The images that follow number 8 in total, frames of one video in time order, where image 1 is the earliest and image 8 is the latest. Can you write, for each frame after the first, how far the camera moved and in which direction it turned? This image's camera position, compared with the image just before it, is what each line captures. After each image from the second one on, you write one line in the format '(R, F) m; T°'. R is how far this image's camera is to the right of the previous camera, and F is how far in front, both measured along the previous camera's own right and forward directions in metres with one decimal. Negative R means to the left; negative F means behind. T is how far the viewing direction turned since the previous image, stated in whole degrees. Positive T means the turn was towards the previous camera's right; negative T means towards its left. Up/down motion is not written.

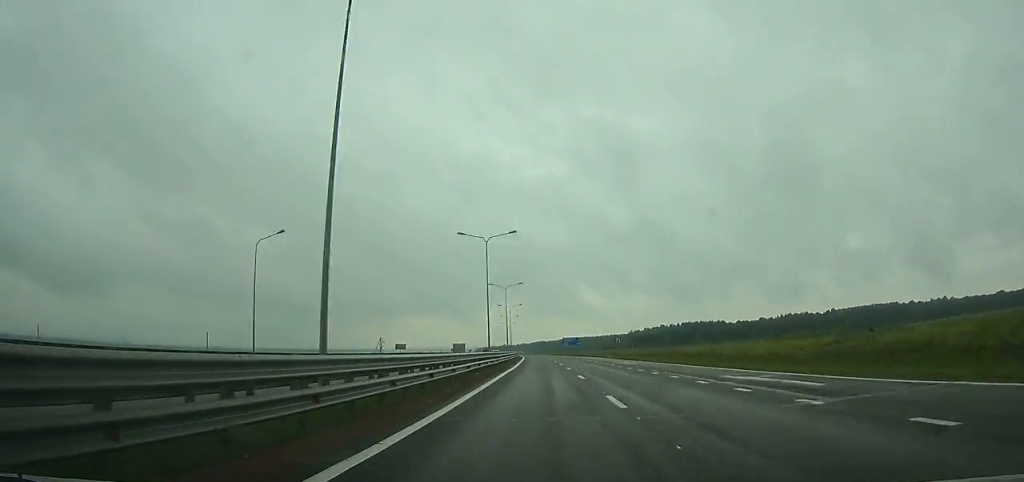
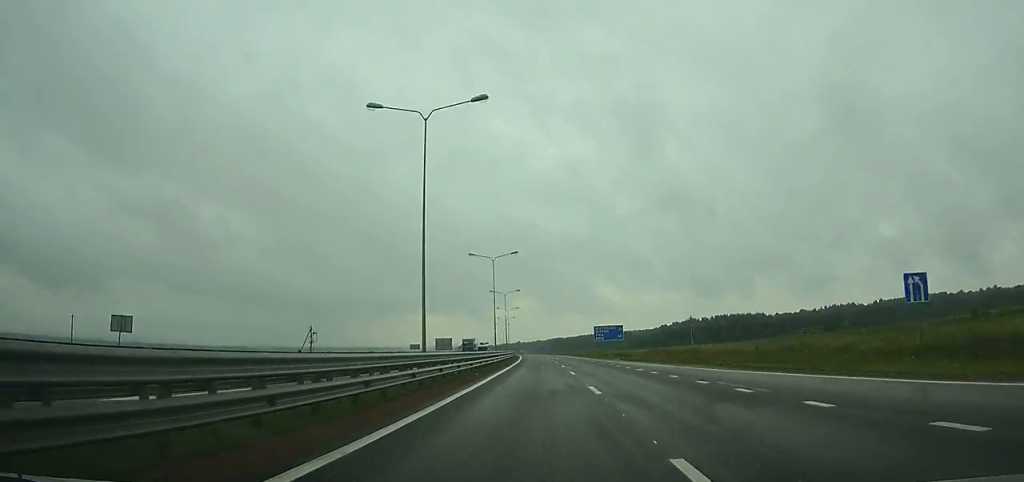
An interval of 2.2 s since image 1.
(-0.9, +67.7) m; -2°
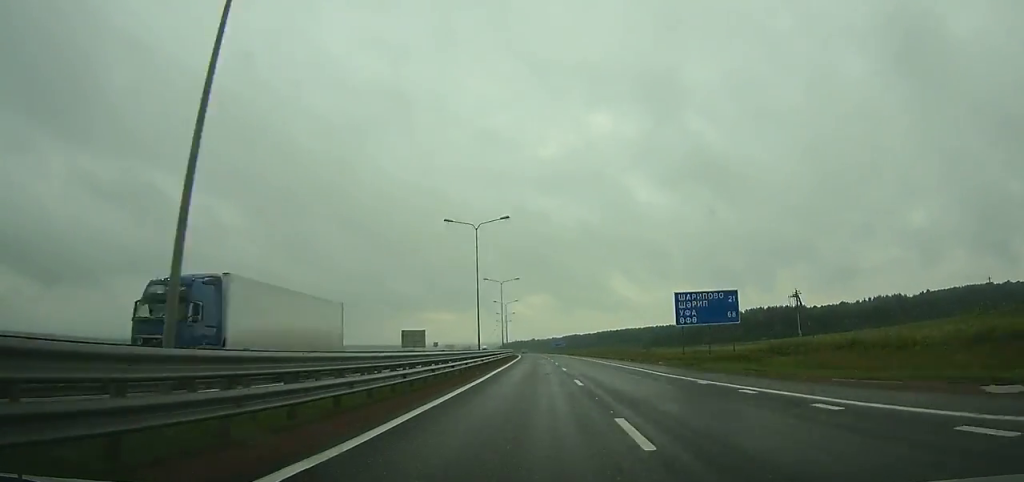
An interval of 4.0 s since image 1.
(-0.3, +55.7) m; -1°
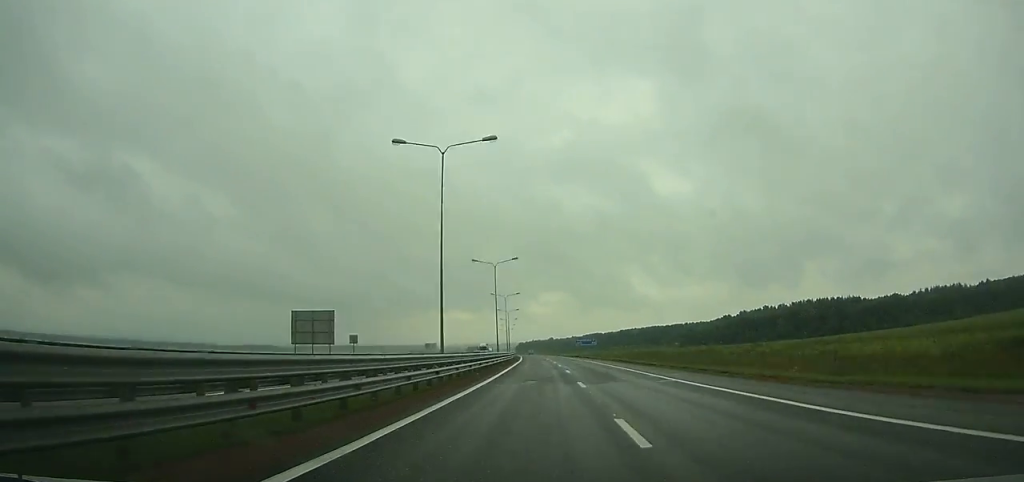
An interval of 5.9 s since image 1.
(-1.0, +59.4) m; -1°
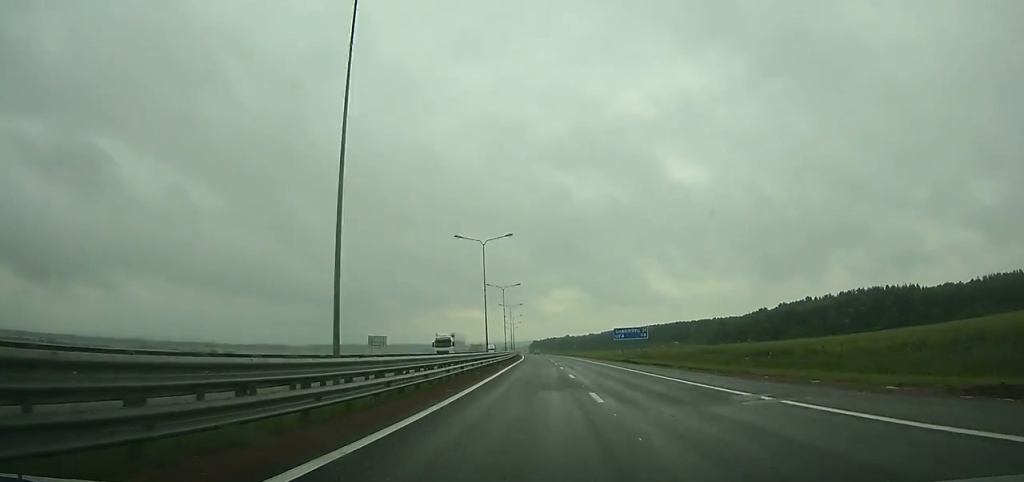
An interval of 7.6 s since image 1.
(-0.3, +53.4) m; -1°
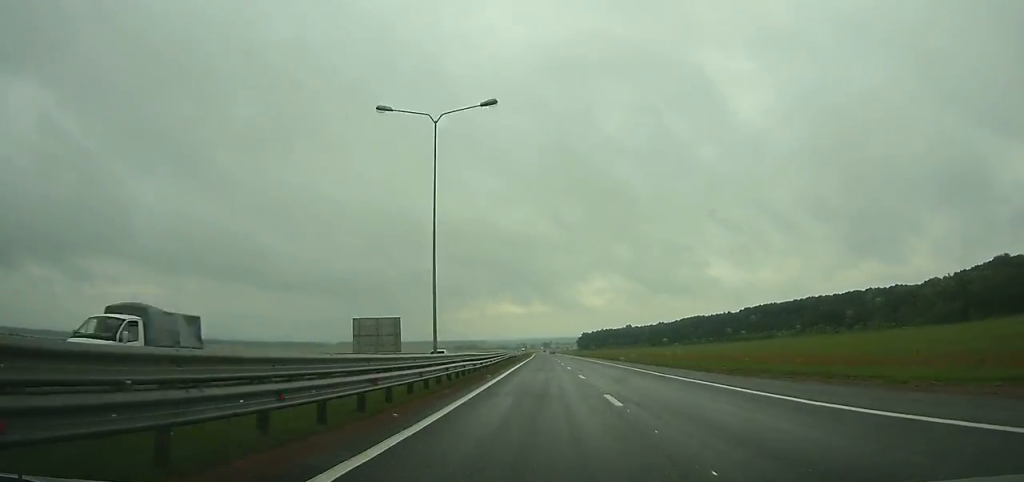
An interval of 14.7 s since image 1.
(-9.6, +227.3) m; -5°
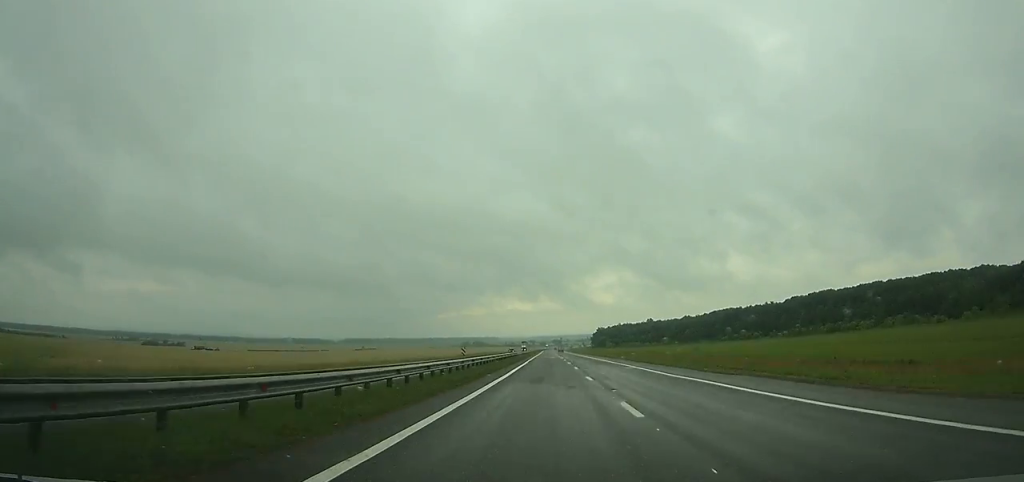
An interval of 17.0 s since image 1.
(-0.9, +75.2) m; -1°
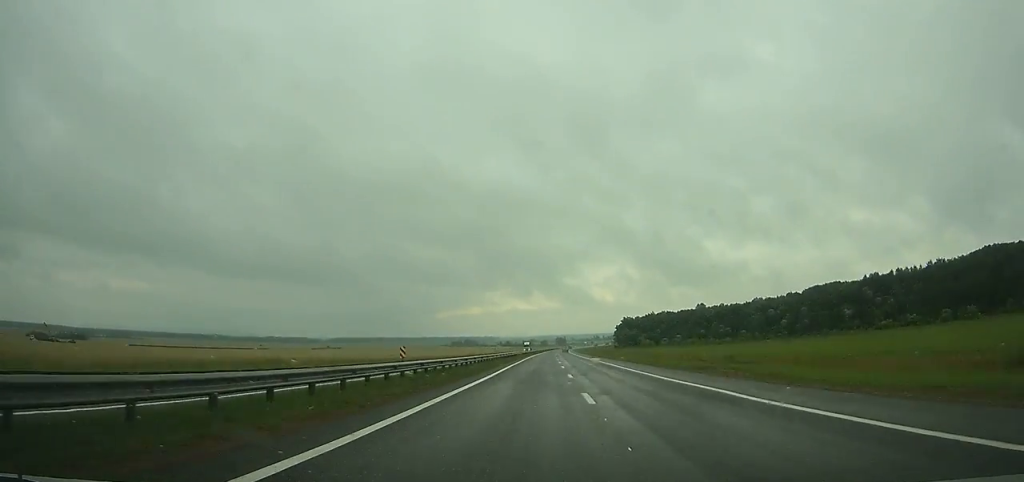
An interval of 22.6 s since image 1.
(-1.1, +187.4) m; 0°
